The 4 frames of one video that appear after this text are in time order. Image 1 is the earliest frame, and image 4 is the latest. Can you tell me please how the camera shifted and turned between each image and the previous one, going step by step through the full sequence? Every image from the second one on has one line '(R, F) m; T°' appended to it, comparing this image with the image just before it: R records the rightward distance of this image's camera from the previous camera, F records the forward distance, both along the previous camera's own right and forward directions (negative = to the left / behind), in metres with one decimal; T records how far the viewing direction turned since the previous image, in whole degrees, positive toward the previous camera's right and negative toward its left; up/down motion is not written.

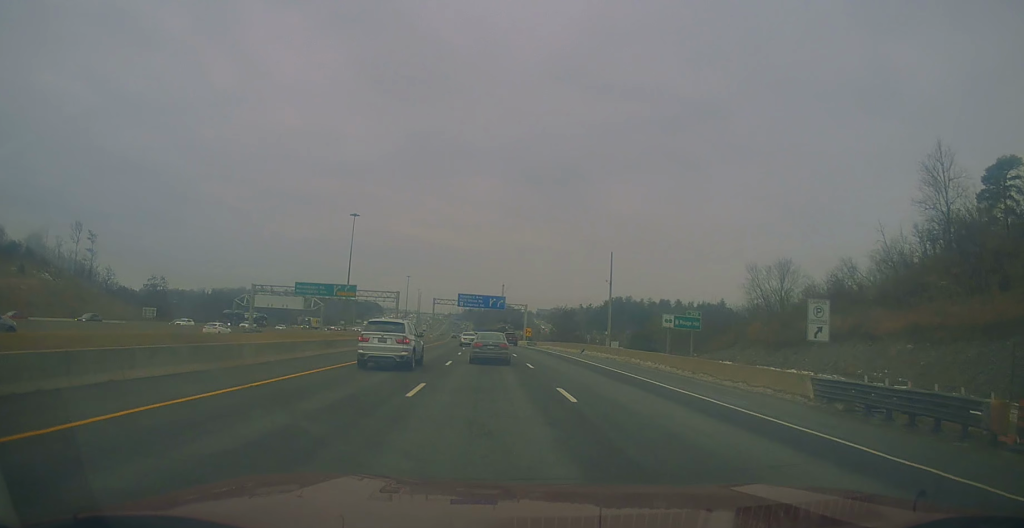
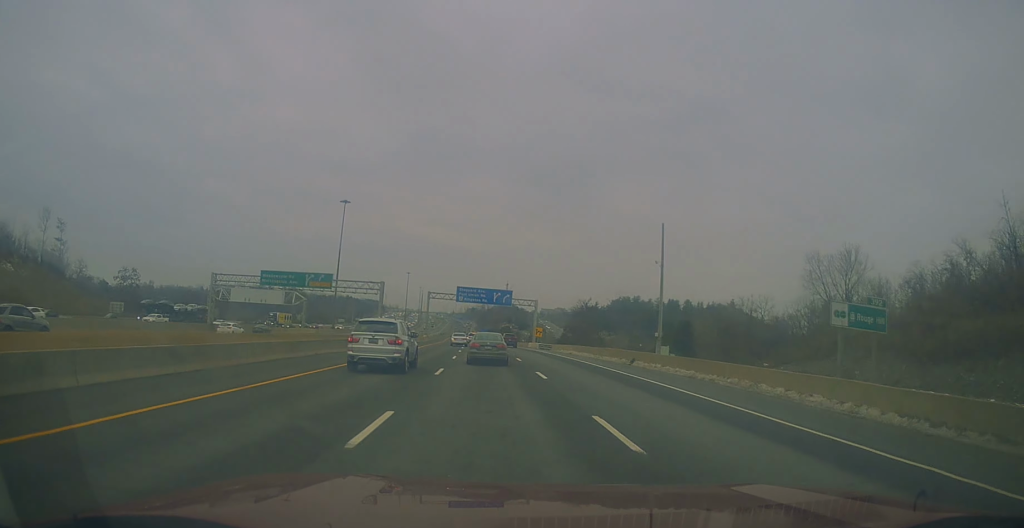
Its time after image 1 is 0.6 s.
(-0.1, +17.5) m; 0°
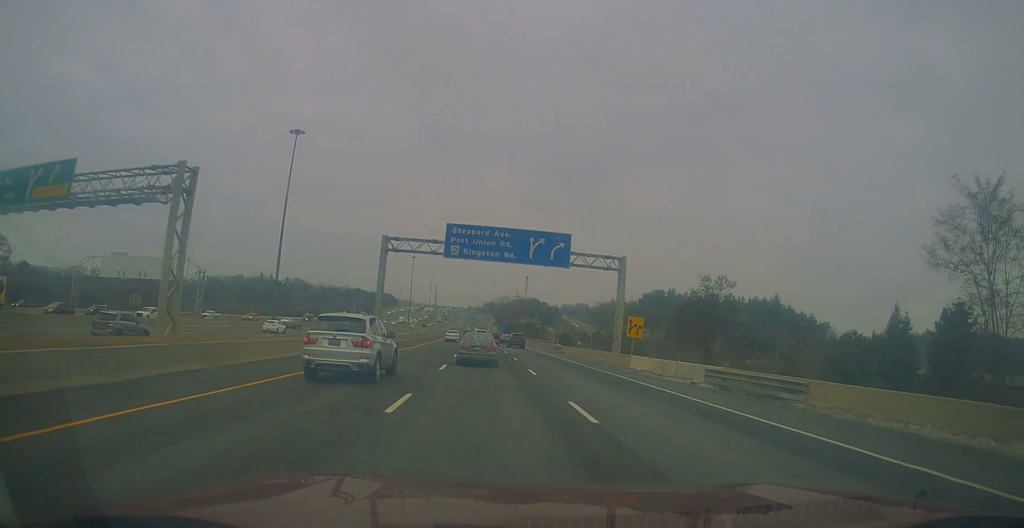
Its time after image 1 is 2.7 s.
(-0.8, +57.1) m; -2°
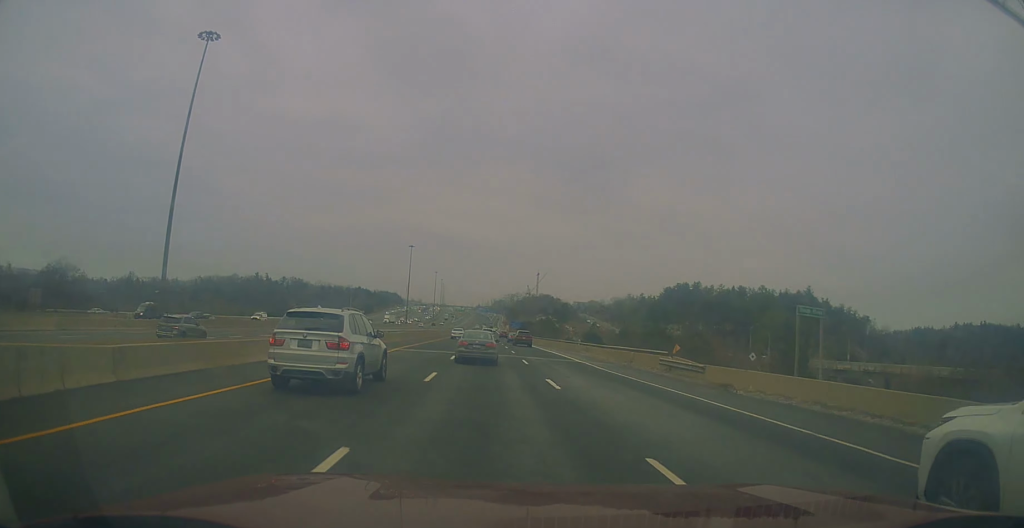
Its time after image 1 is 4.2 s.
(-0.9, +42.0) m; -2°
